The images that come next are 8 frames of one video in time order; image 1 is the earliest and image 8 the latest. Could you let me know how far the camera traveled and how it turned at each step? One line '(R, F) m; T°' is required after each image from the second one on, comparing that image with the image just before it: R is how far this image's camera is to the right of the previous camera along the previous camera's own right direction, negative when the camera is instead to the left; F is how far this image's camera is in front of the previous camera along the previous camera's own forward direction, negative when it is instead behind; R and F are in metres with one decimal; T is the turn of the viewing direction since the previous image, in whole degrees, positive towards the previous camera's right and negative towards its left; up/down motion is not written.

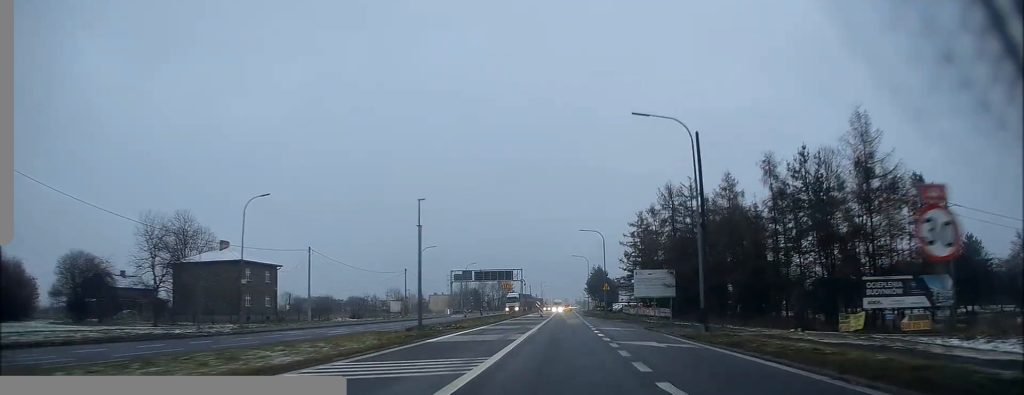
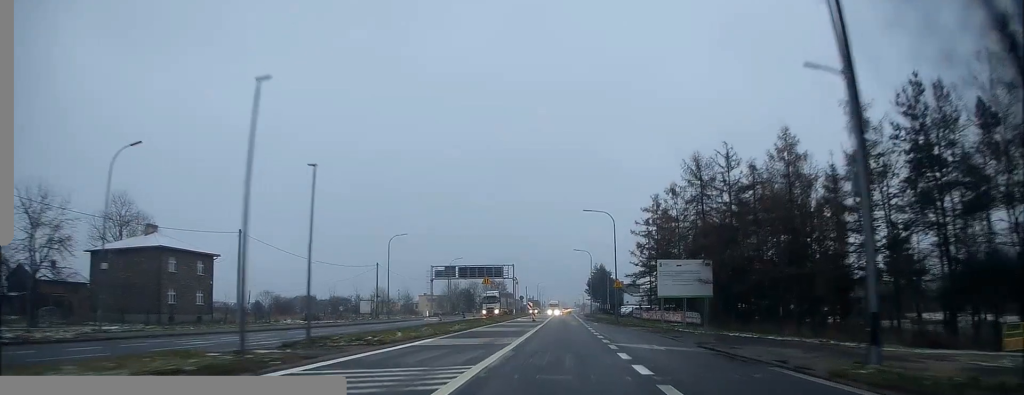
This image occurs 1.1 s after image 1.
(+0.1, +15.8) m; +2°
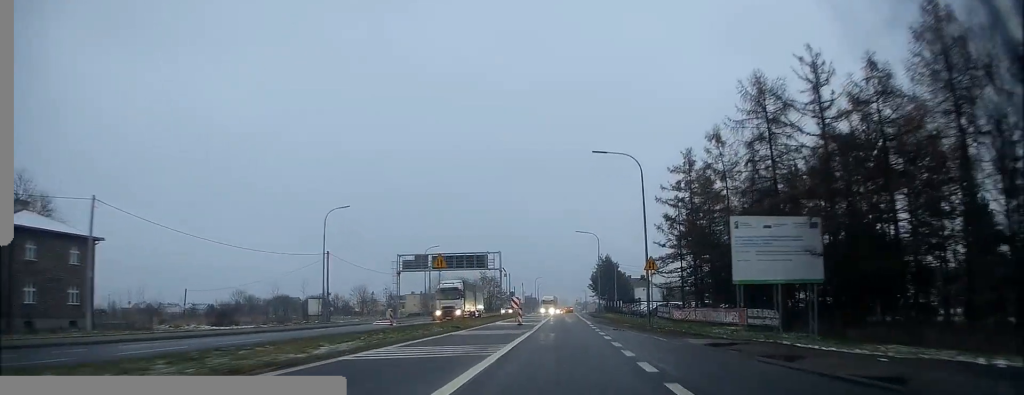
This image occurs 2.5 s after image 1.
(+0.2, +19.7) m; -1°
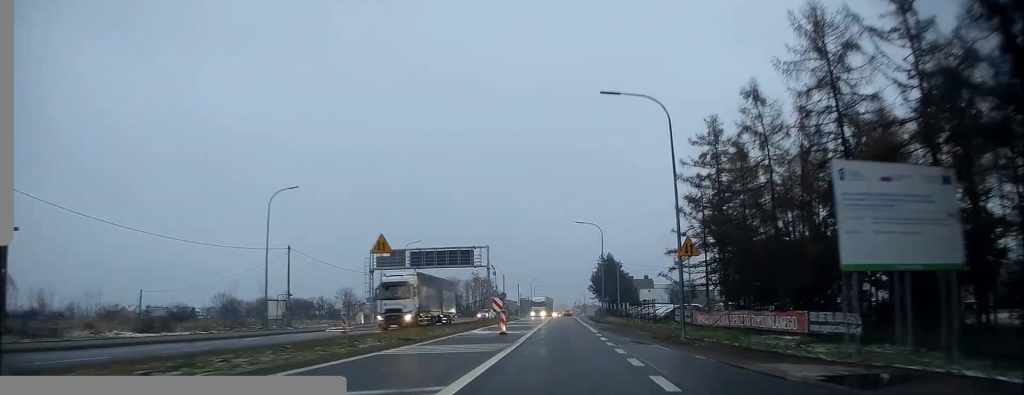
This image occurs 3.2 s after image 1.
(-0.2, +10.1) m; -1°
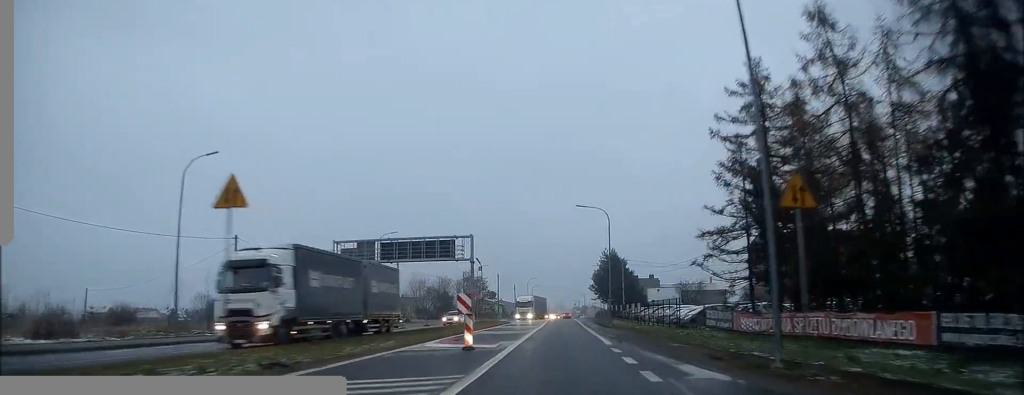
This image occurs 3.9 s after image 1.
(0.0, +10.6) m; 0°
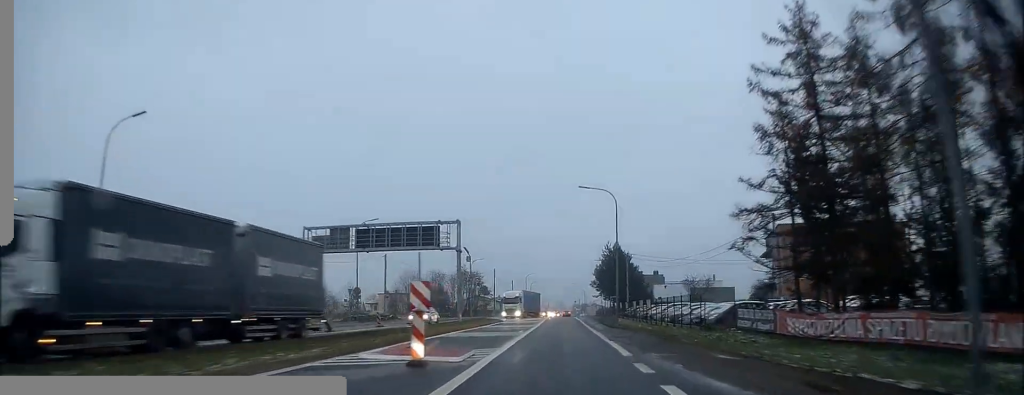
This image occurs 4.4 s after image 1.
(0.0, +6.8) m; 0°
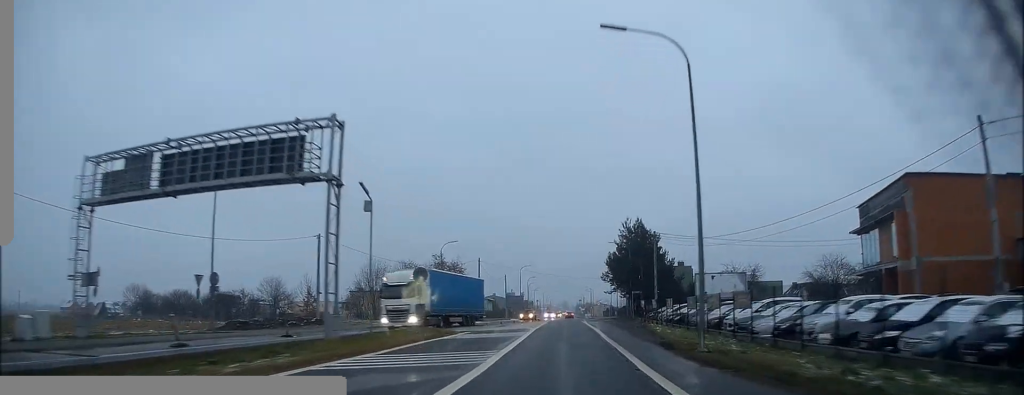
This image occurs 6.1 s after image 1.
(+0.5, +25.6) m; 0°
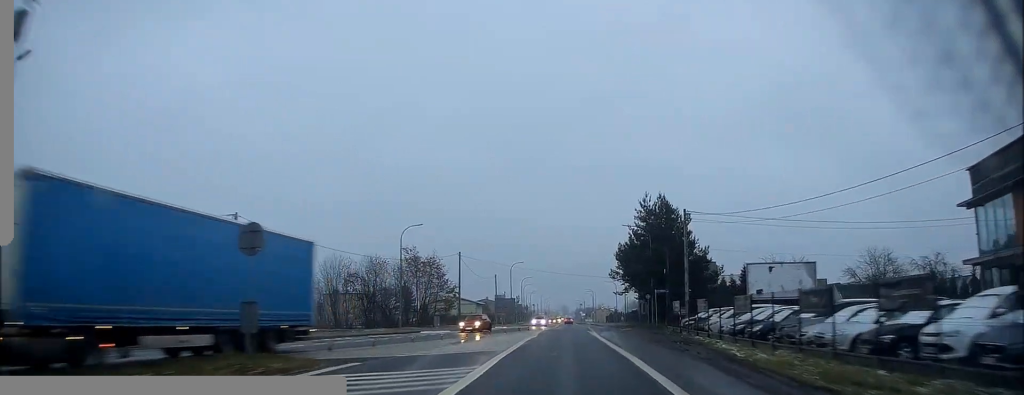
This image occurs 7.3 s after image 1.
(-0.4, +17.6) m; 0°
